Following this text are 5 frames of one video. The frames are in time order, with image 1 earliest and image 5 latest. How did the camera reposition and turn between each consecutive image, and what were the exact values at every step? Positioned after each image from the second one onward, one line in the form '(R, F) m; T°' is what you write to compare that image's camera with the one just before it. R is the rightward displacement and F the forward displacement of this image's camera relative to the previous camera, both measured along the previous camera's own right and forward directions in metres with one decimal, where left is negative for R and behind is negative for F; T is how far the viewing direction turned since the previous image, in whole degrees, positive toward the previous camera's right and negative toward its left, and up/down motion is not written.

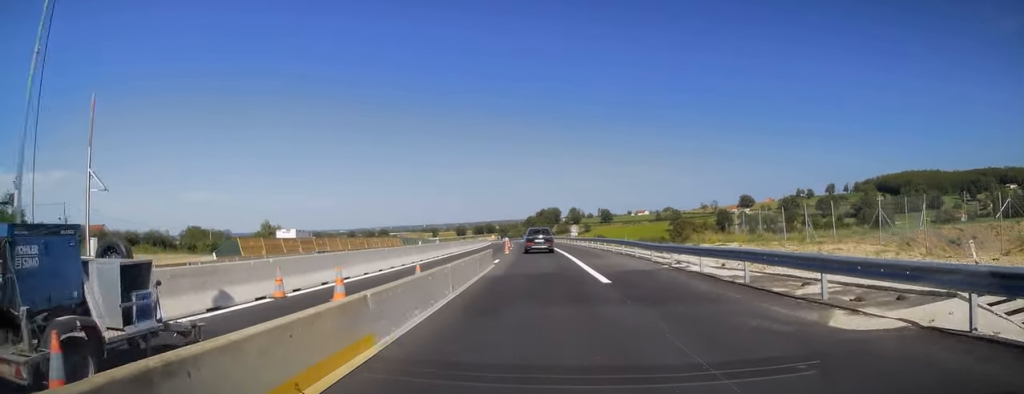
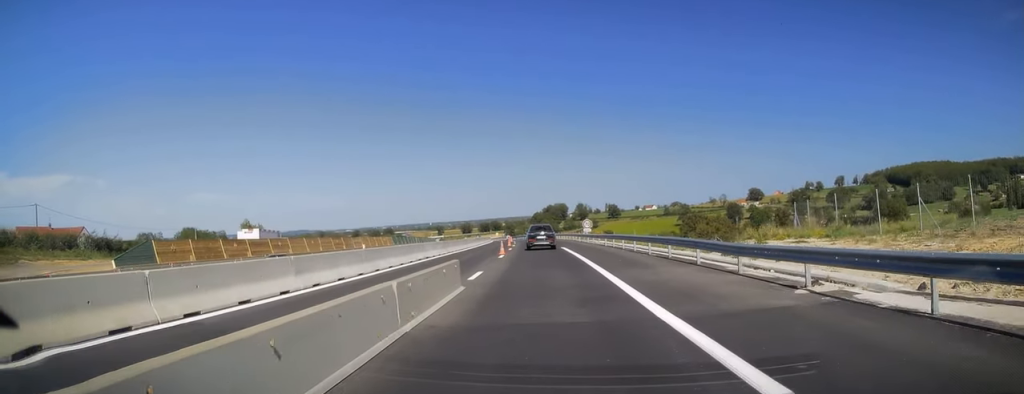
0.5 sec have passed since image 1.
(-0.2, +11.0) m; -1°
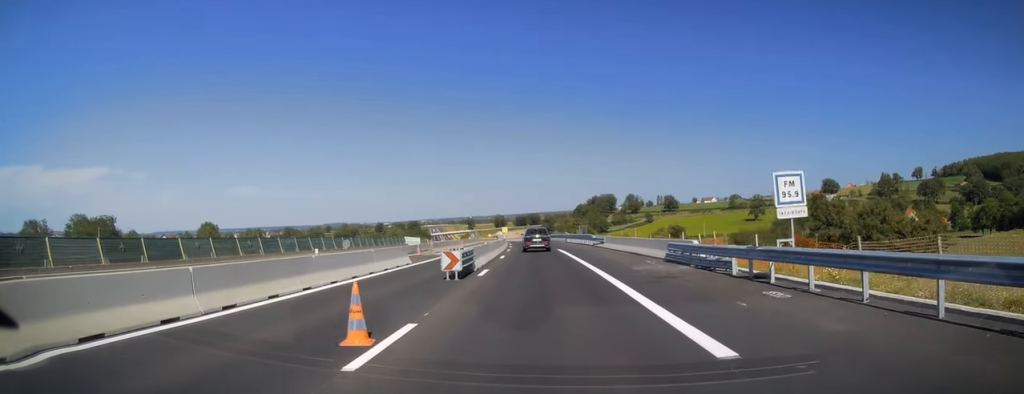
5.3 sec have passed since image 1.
(-2.4, +101.7) m; -3°
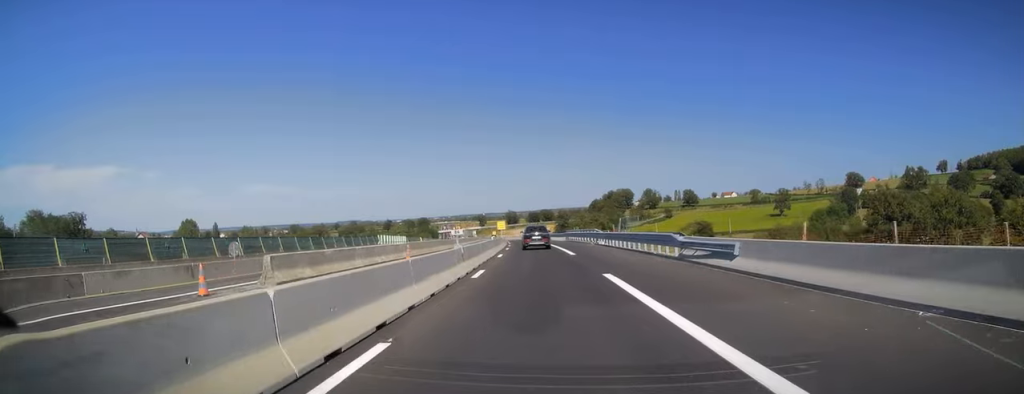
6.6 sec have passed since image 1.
(-0.5, +27.6) m; -2°
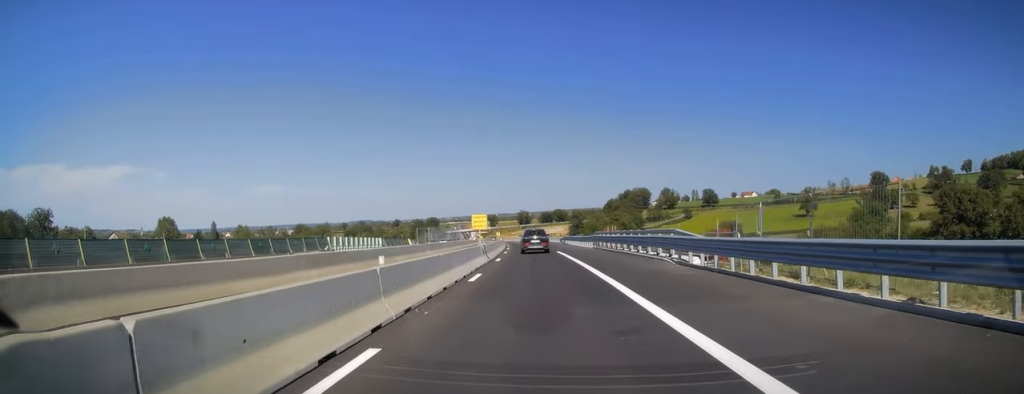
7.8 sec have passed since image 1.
(0.0, +26.3) m; 0°
